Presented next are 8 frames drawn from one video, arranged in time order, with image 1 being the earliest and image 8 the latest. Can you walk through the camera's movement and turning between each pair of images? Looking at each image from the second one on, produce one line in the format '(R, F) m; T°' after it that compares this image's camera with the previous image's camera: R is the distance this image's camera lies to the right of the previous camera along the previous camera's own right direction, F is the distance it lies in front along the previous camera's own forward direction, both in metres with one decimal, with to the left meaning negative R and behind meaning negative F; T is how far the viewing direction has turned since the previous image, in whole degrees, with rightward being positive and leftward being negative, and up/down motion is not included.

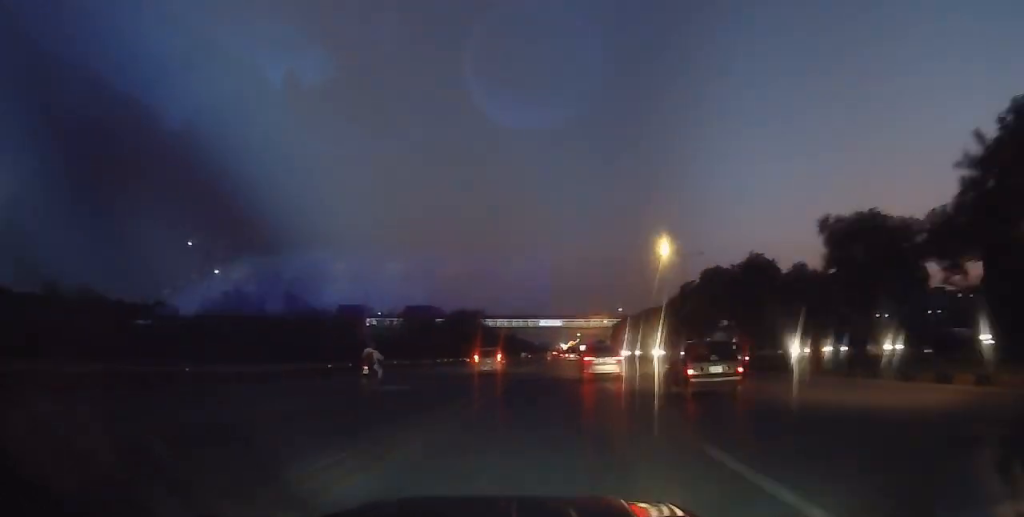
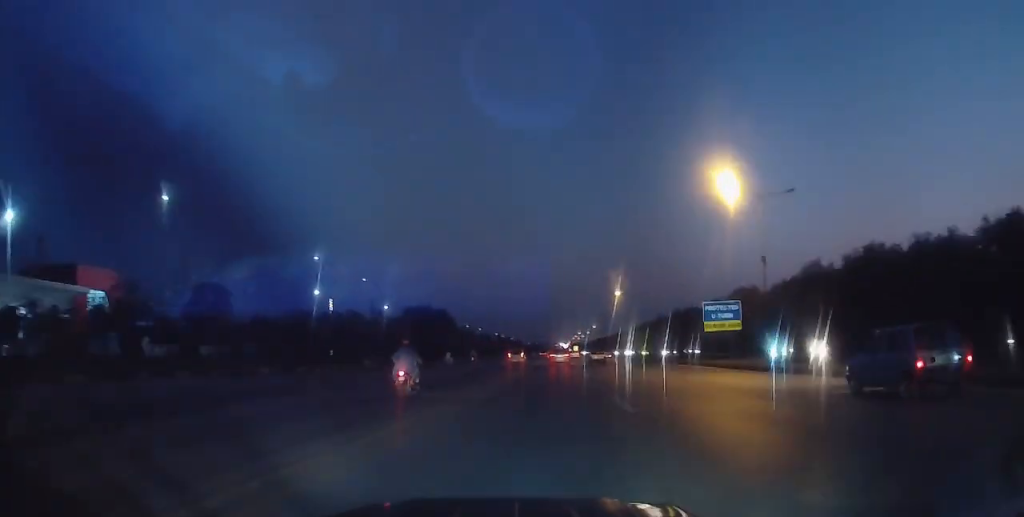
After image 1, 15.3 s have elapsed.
(+0.4, +242.4) m; 0°
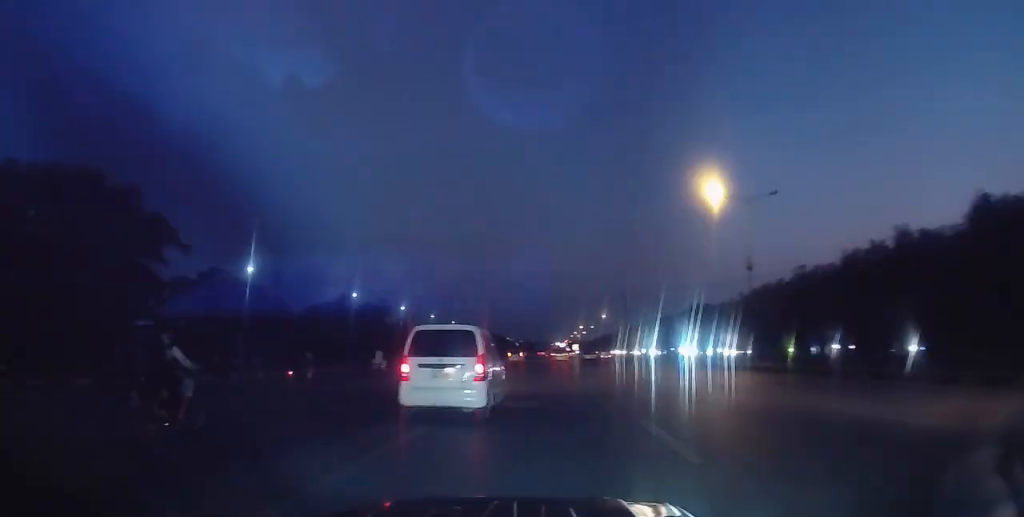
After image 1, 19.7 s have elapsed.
(-0.2, +69.5) m; 0°
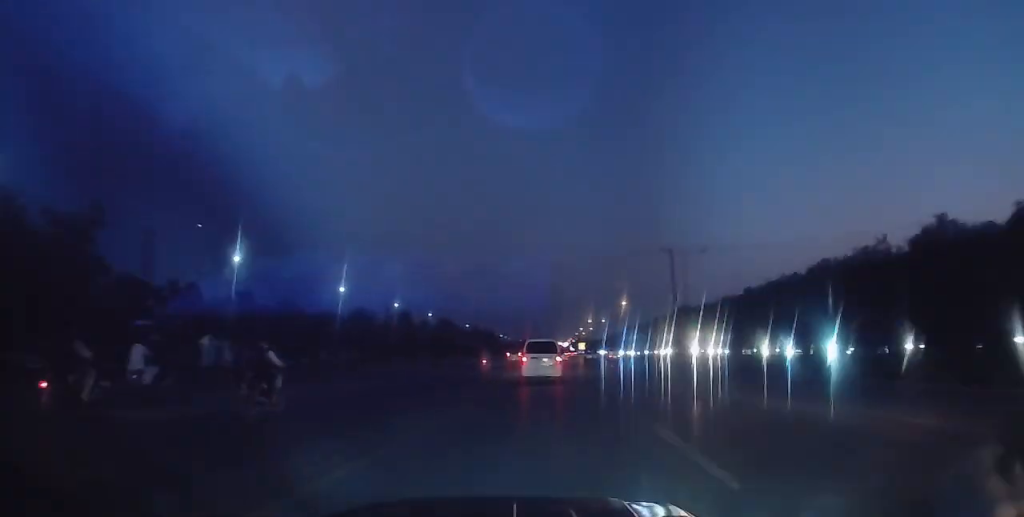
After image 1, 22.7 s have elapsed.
(0.0, +49.6) m; 0°
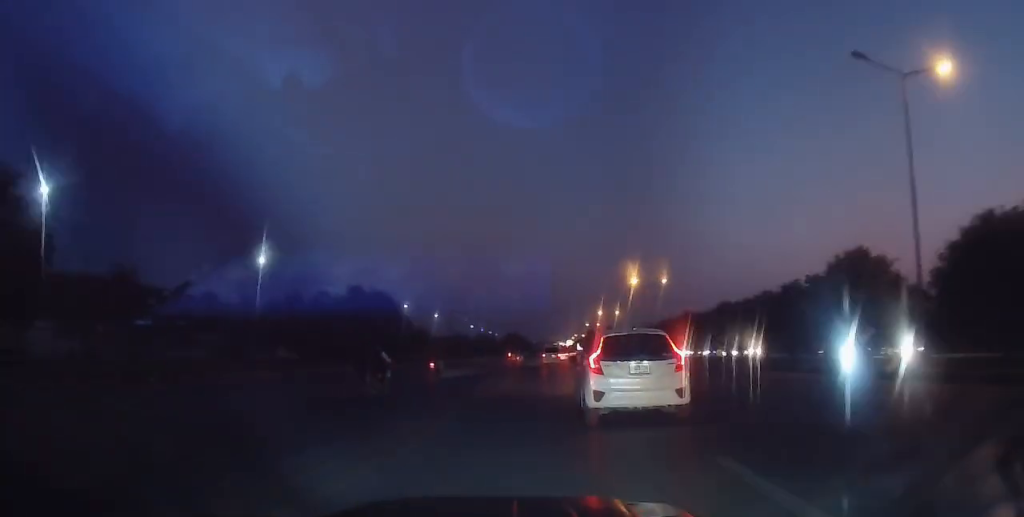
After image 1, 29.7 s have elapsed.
(+0.1, +115.0) m; 0°
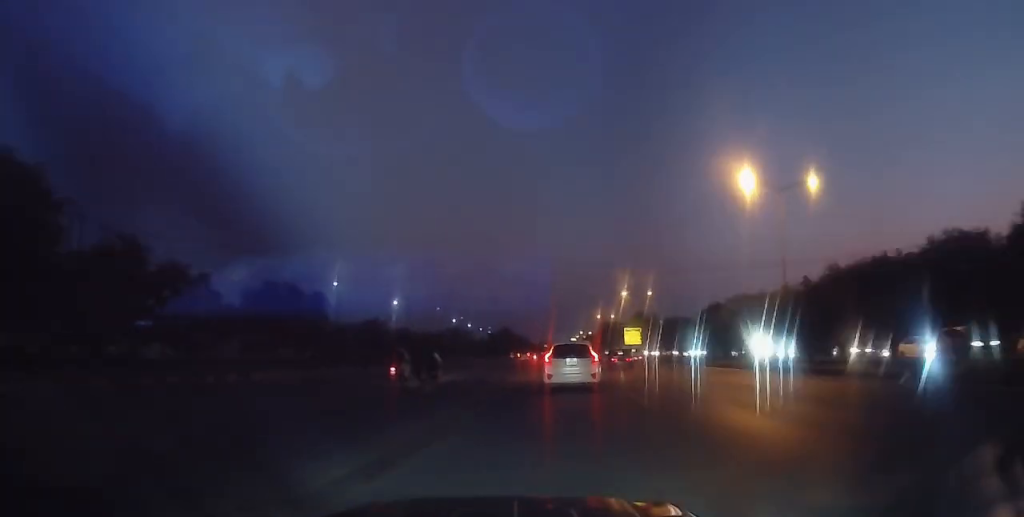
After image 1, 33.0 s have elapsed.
(+0.1, +53.2) m; 0°
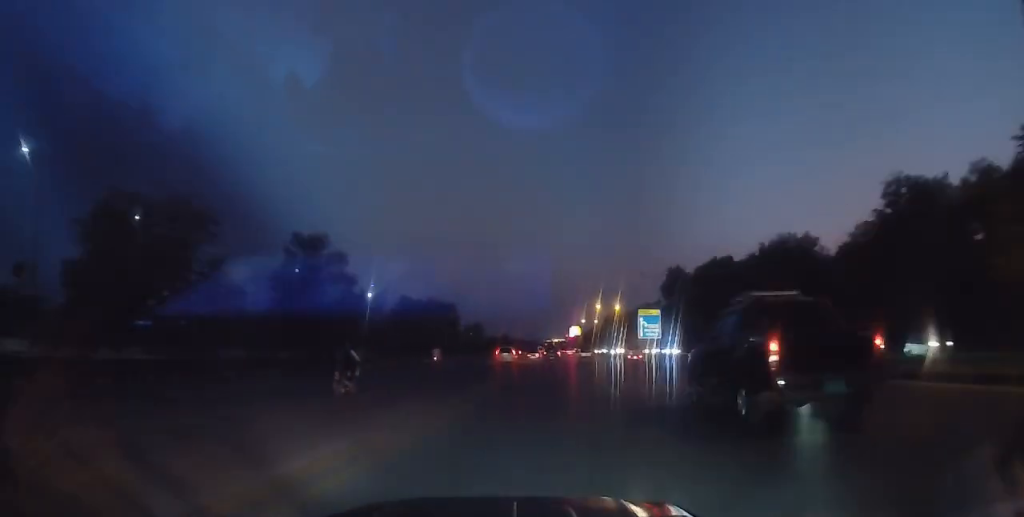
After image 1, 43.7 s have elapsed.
(+0.1, +167.1) m; 0°
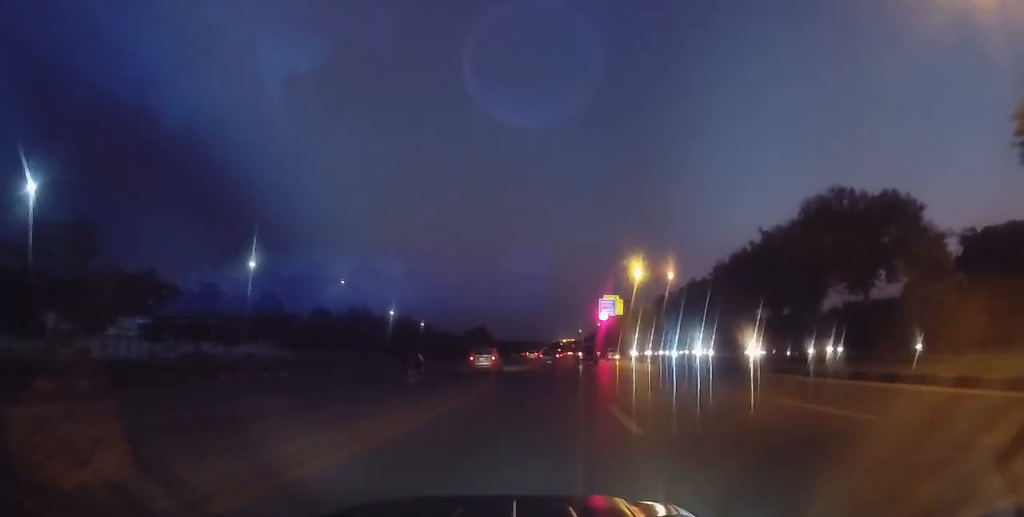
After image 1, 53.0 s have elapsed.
(-0.5, +133.5) m; -1°
